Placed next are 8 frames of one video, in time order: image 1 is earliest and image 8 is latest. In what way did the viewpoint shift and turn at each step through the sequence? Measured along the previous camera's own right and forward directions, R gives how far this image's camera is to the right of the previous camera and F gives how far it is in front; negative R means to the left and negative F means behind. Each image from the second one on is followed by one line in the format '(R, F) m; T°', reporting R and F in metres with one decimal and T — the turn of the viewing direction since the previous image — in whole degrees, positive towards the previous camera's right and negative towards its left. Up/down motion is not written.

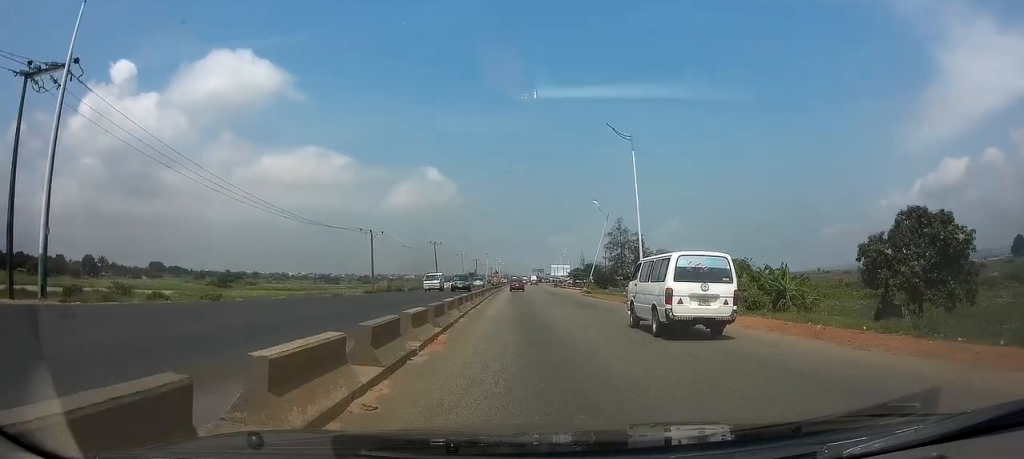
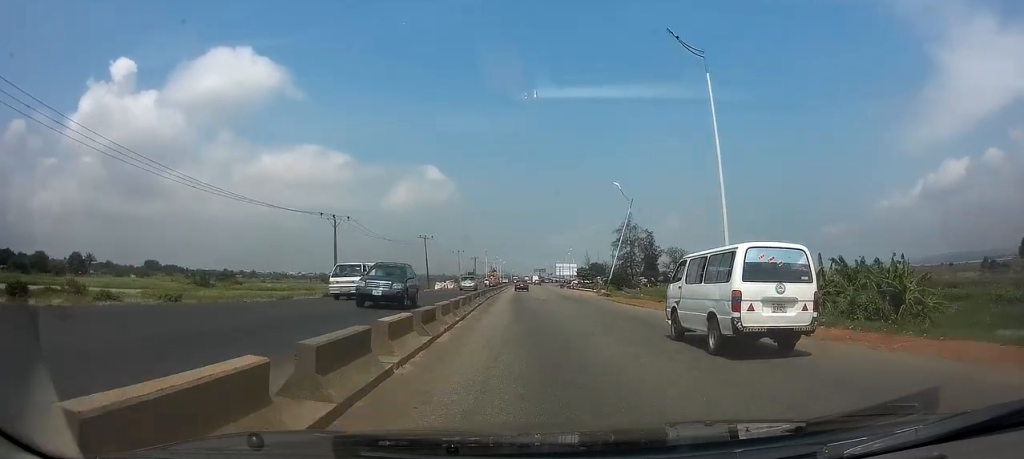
(0.0, +14.1) m; 0°
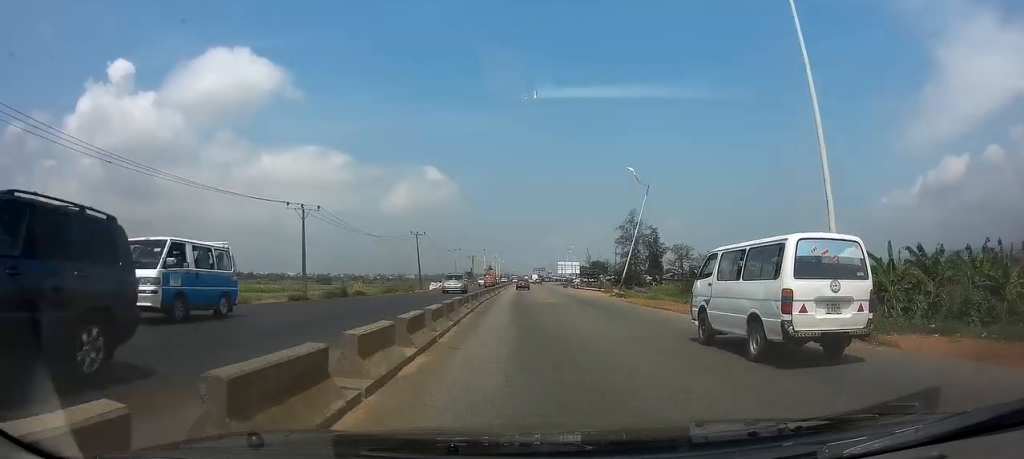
(0.0, +7.8) m; 0°
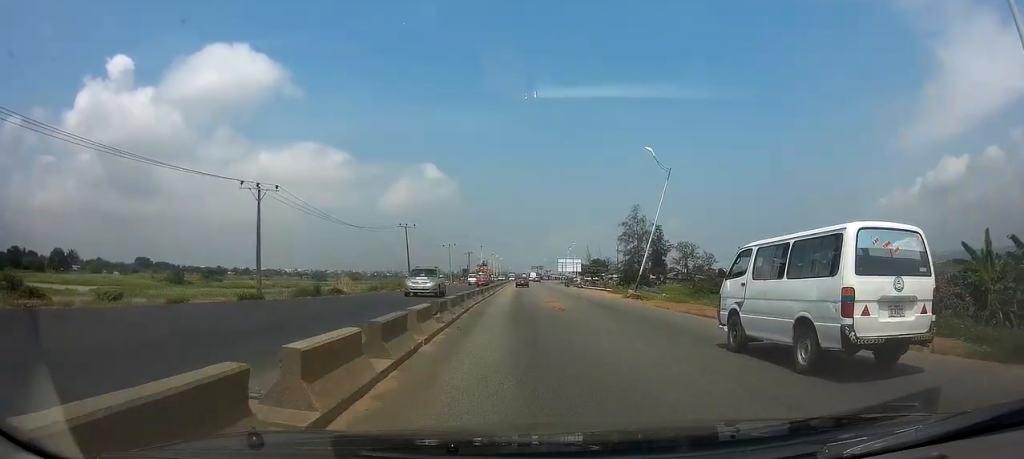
(0.0, +7.8) m; 0°
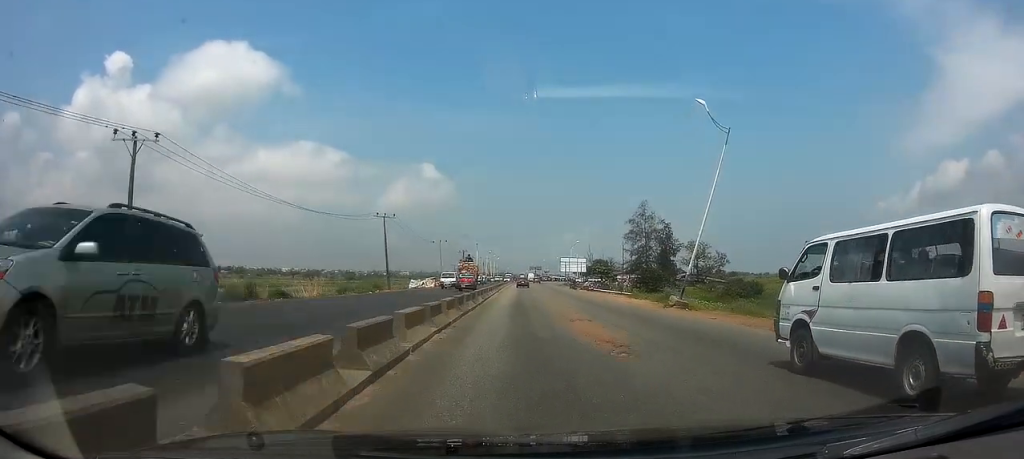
(0.0, +12.8) m; 0°
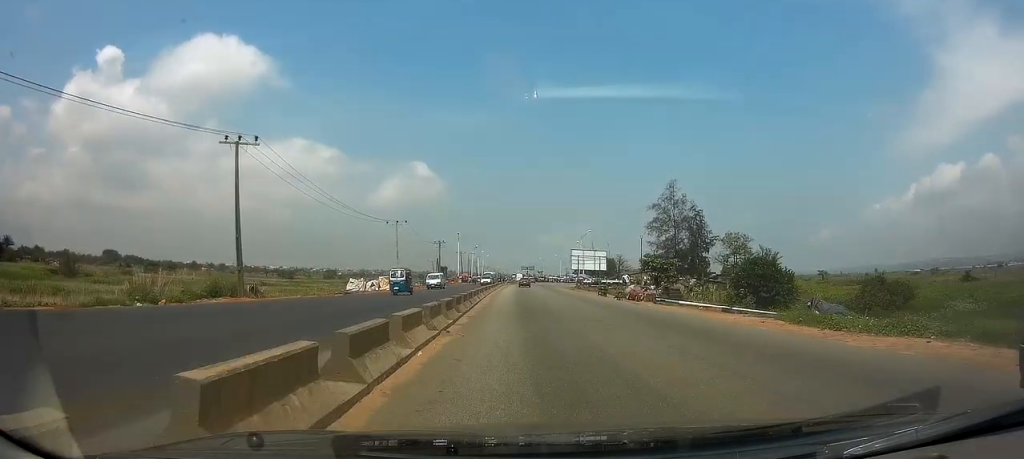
(+0.1, +36.9) m; +1°
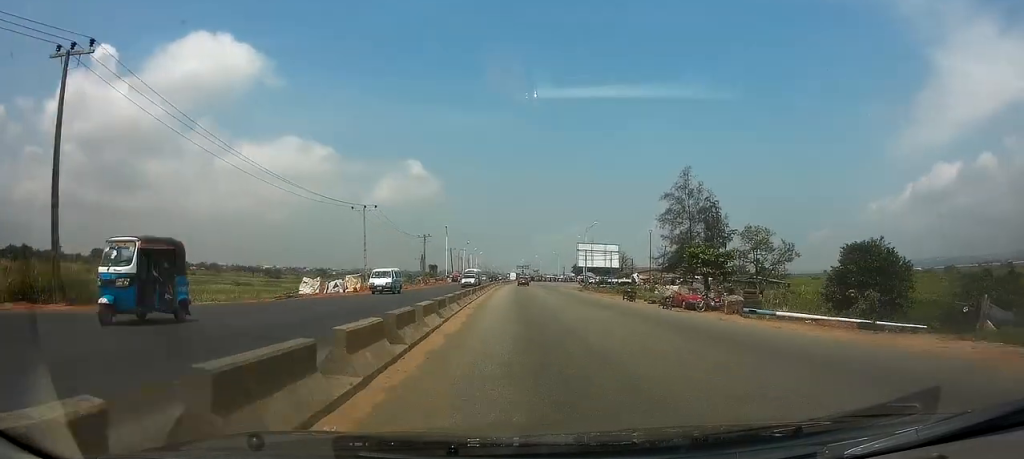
(+0.1, +14.7) m; 0°
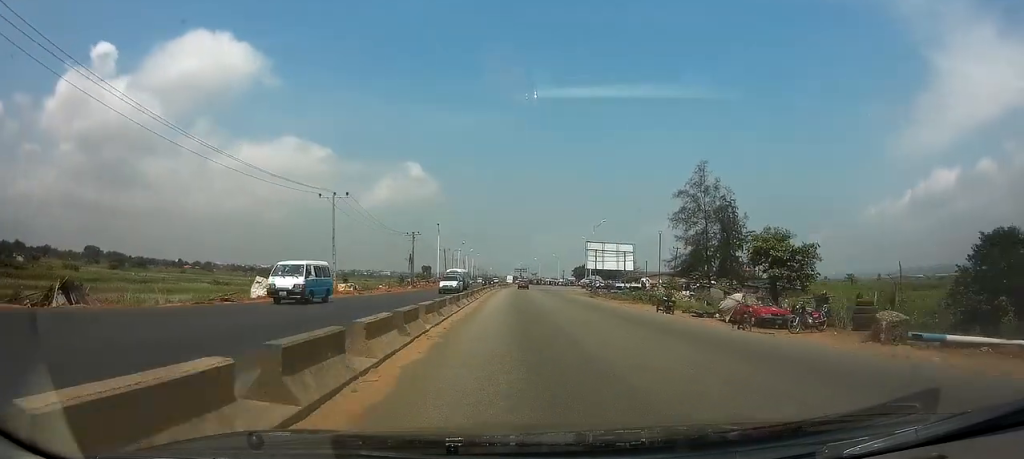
(0.0, +10.4) m; 0°
